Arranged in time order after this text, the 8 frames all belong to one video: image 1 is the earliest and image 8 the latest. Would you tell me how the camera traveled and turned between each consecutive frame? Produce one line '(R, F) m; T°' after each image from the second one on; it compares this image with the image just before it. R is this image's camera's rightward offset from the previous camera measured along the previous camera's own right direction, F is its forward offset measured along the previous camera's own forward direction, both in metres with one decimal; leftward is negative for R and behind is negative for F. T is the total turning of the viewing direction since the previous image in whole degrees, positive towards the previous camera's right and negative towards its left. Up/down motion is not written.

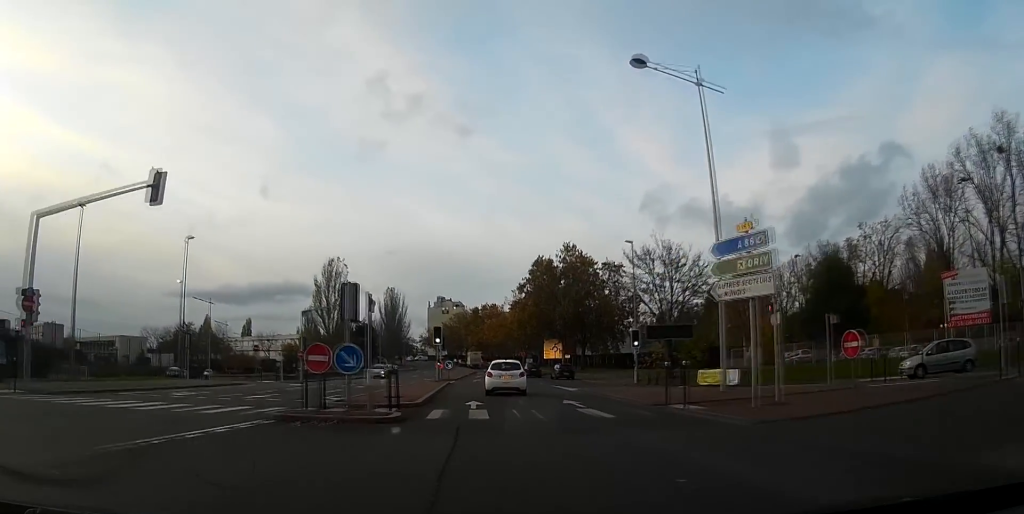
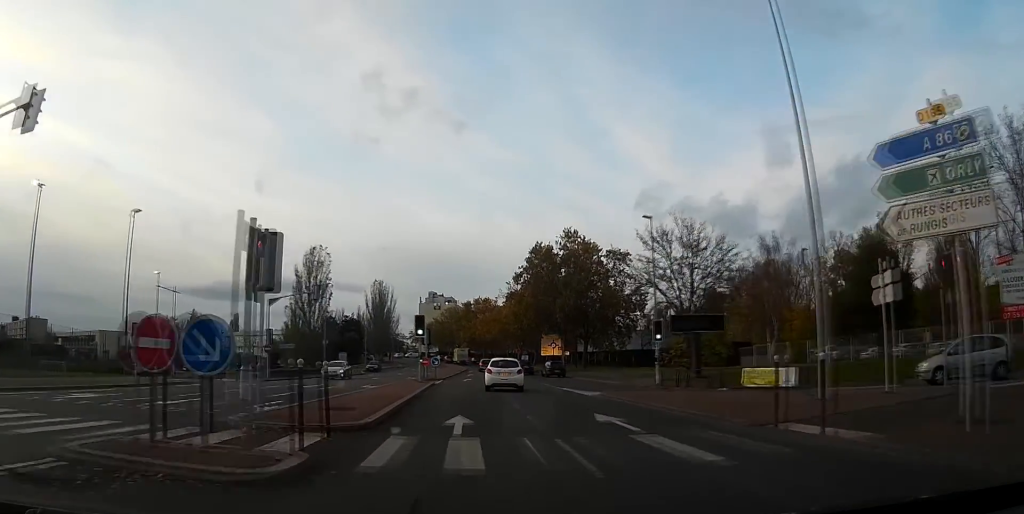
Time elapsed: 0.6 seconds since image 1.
(+0.1, +7.3) m; +1°
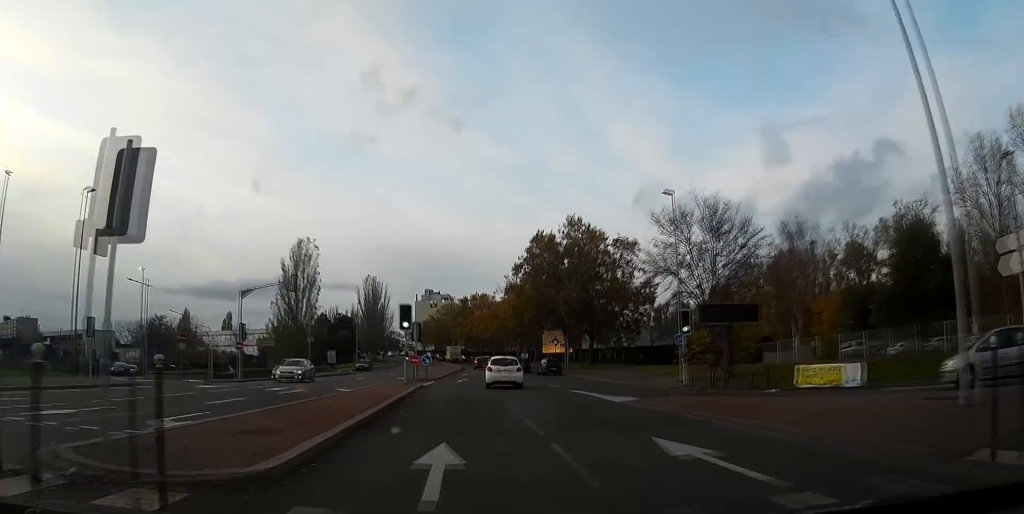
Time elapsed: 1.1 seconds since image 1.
(0.0, +5.2) m; +1°
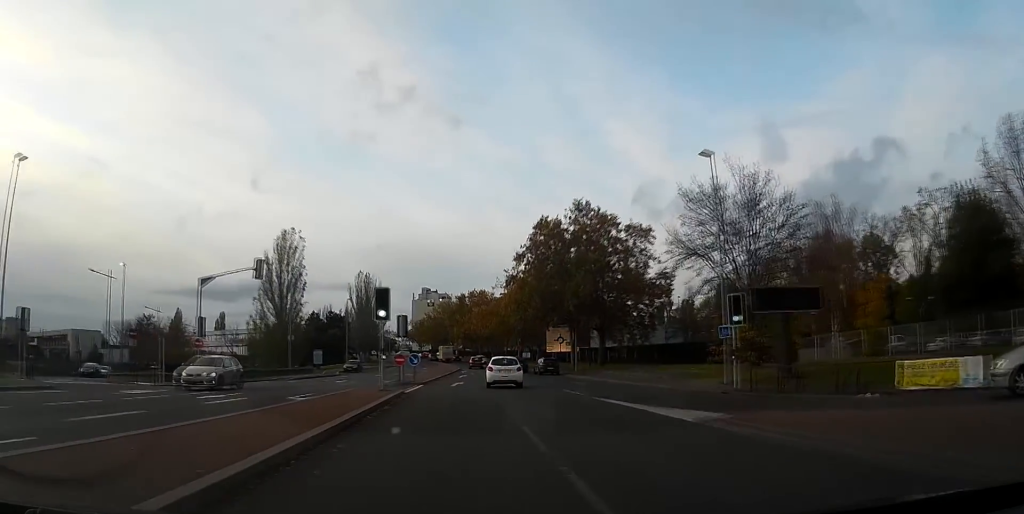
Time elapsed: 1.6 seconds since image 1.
(+0.1, +6.6) m; 0°
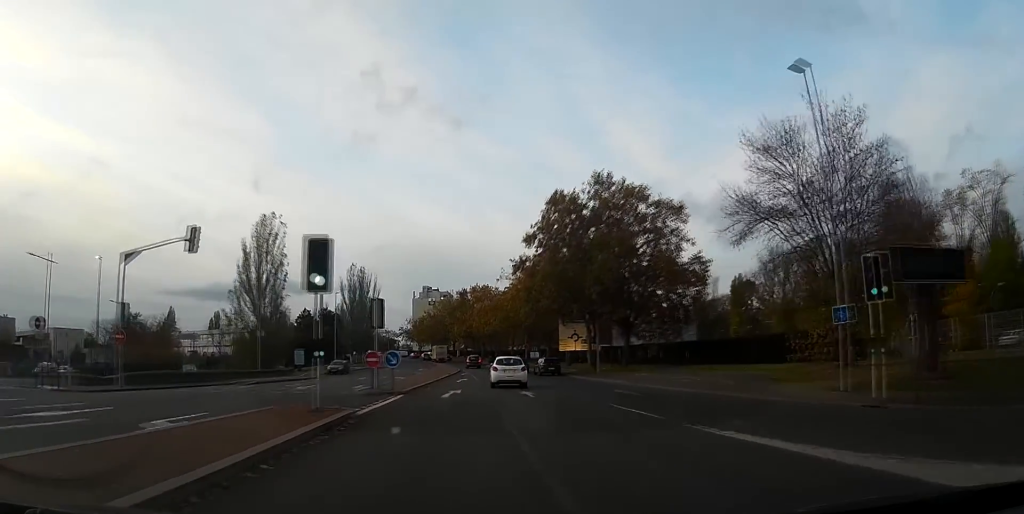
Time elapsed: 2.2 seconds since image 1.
(0.0, +9.2) m; 0°
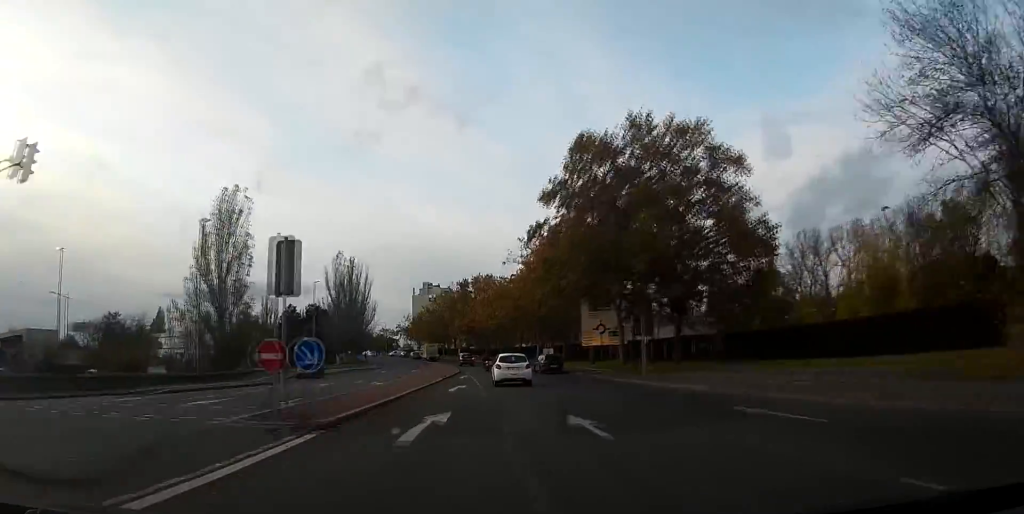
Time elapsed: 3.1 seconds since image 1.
(-0.1, +12.2) m; -1°
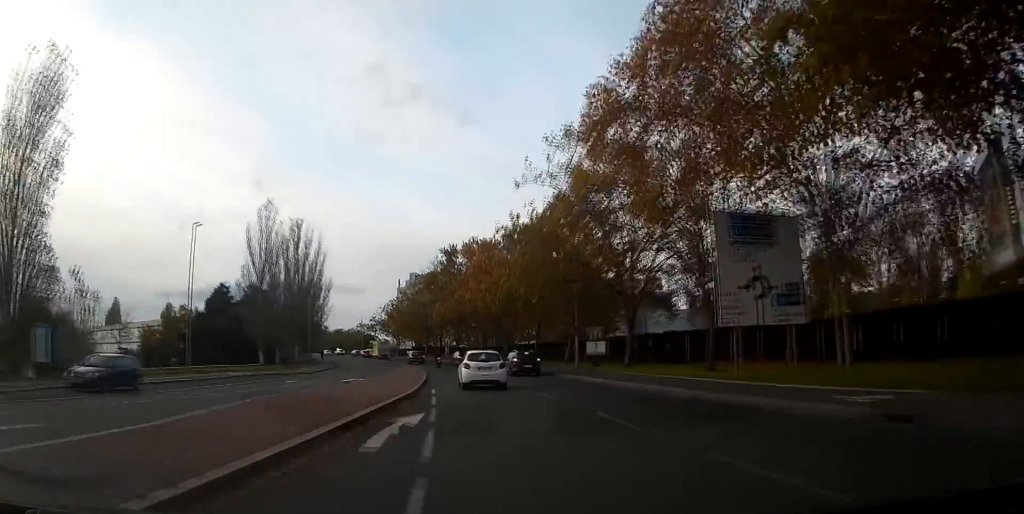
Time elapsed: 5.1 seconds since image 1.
(-0.1, +31.4) m; 0°
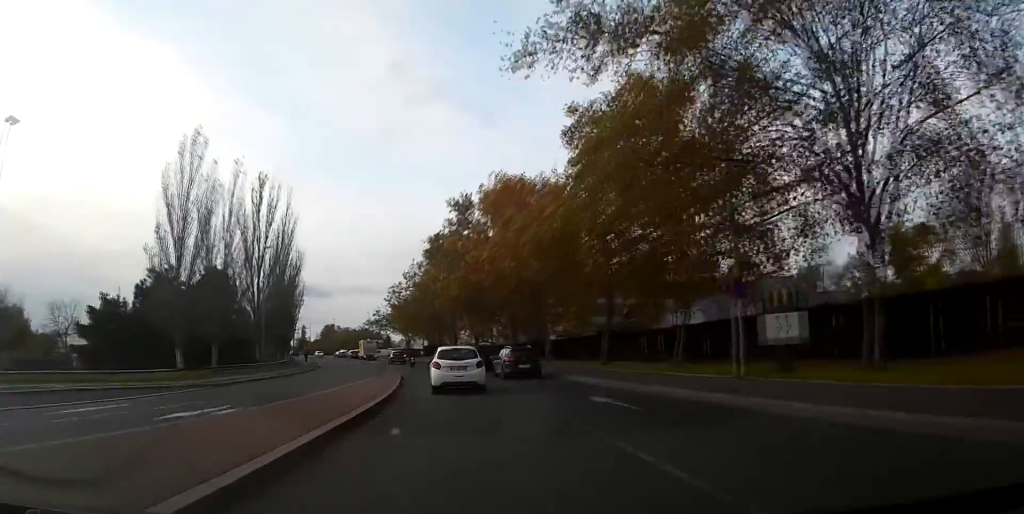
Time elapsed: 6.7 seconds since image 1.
(-0.3, +22.3) m; -4°
